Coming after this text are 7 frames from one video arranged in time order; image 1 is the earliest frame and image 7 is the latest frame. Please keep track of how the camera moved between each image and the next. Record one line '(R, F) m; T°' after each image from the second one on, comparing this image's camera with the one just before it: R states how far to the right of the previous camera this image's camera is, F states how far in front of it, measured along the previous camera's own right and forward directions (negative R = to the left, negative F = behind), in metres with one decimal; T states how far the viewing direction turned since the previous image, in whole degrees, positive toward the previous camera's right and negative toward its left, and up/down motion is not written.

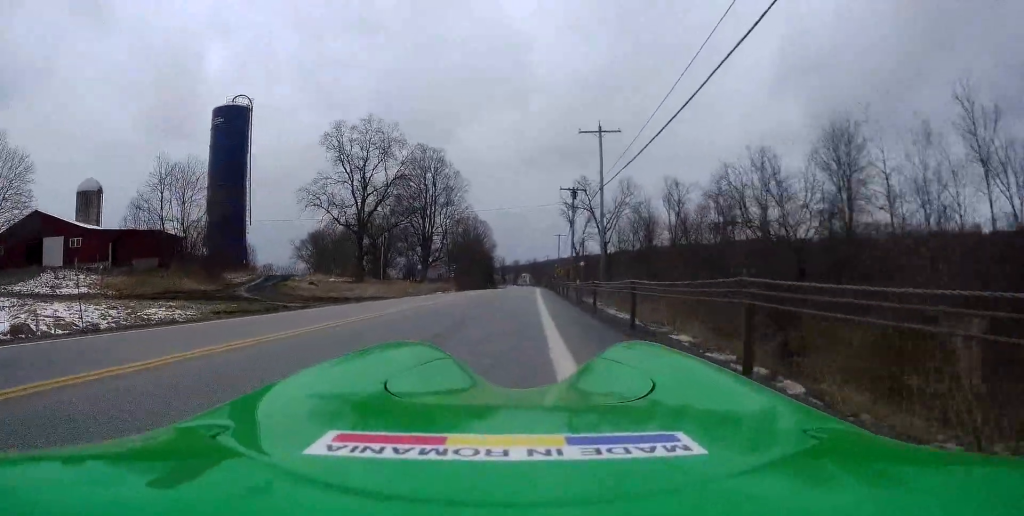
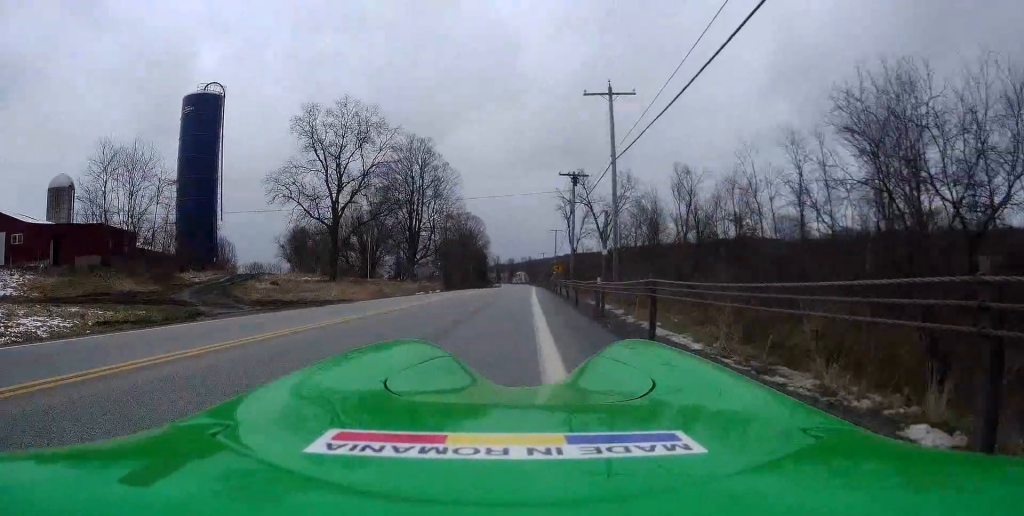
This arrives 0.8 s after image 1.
(-0.4, +7.3) m; 0°
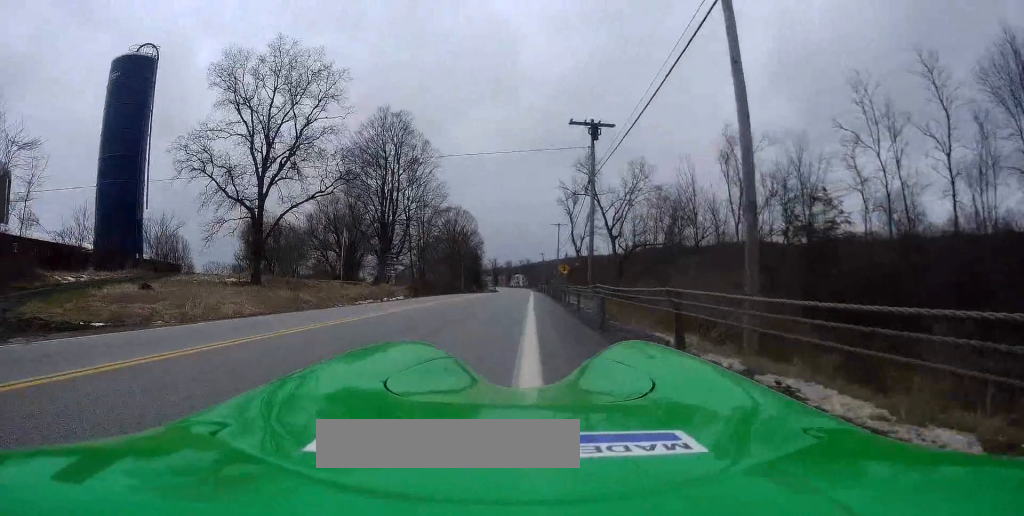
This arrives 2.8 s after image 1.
(+1.1, +16.5) m; 0°
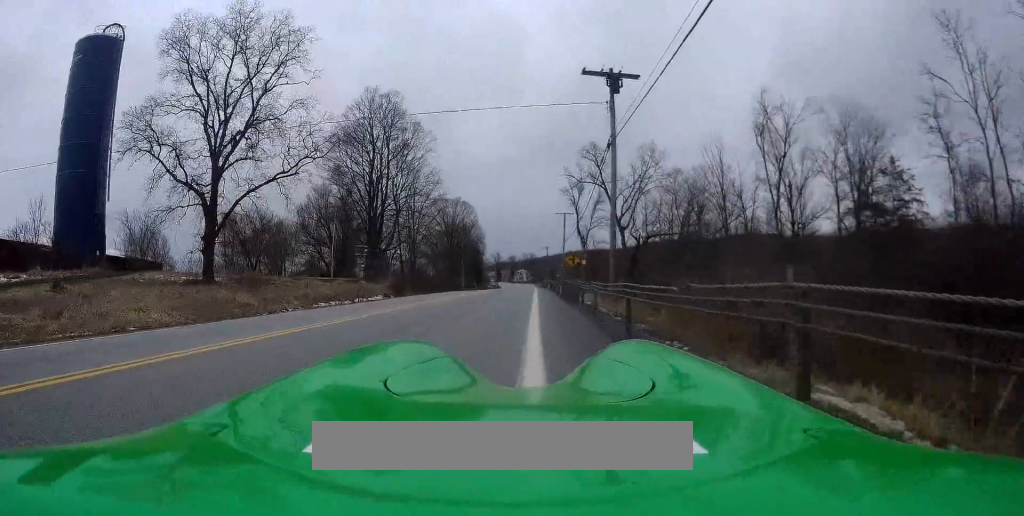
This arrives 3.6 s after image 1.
(-0.5, +7.2) m; -2°
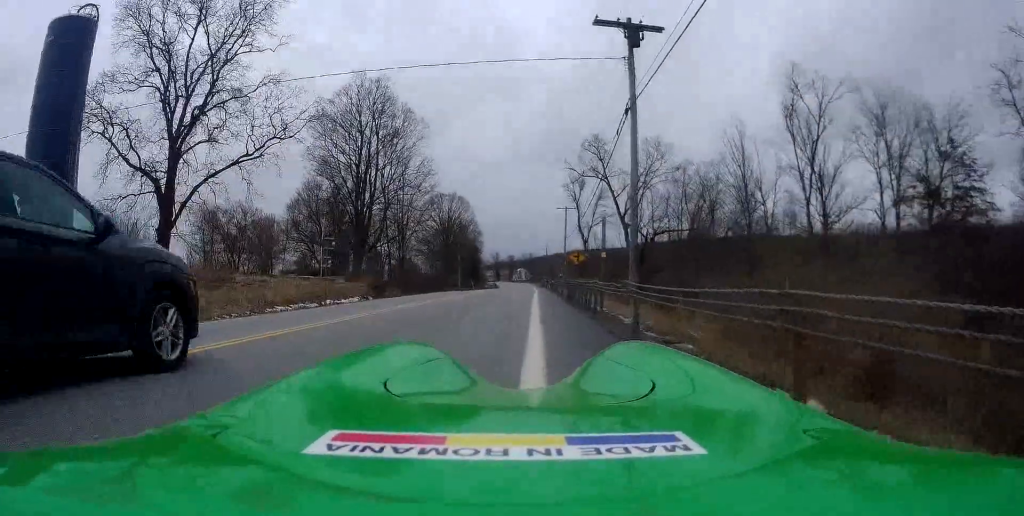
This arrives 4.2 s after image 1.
(0.0, +5.1) m; +1°
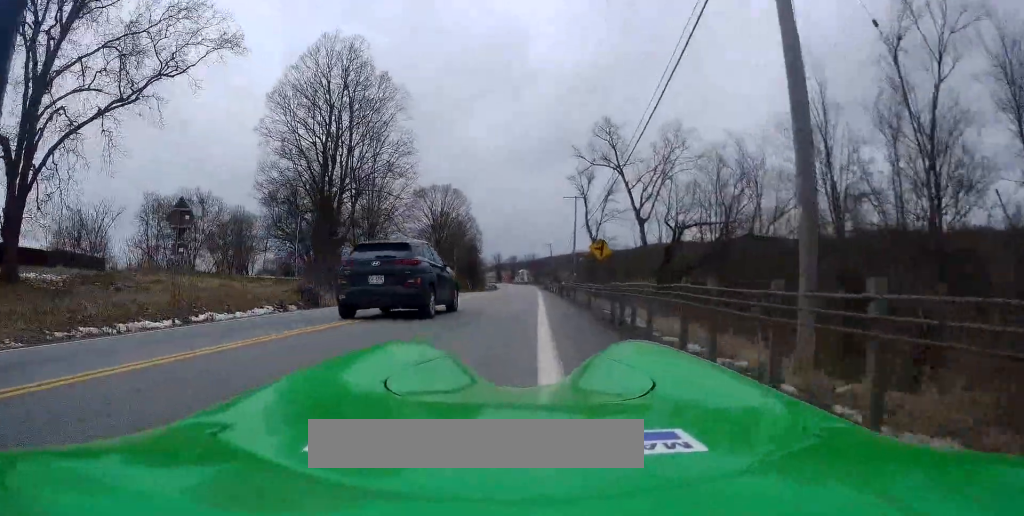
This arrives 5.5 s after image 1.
(+0.6, +11.9) m; +4°
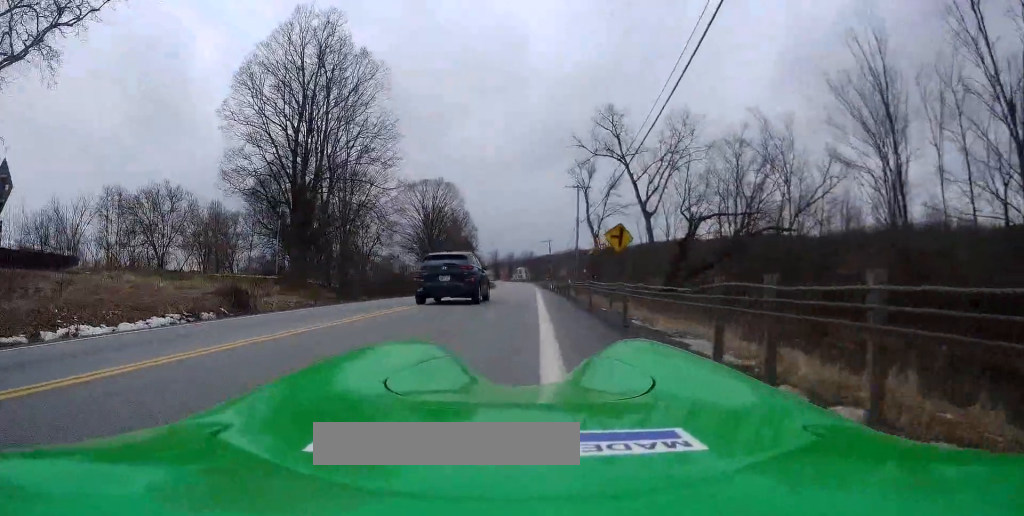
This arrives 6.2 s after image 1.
(+0.1, +6.4) m; 0°
